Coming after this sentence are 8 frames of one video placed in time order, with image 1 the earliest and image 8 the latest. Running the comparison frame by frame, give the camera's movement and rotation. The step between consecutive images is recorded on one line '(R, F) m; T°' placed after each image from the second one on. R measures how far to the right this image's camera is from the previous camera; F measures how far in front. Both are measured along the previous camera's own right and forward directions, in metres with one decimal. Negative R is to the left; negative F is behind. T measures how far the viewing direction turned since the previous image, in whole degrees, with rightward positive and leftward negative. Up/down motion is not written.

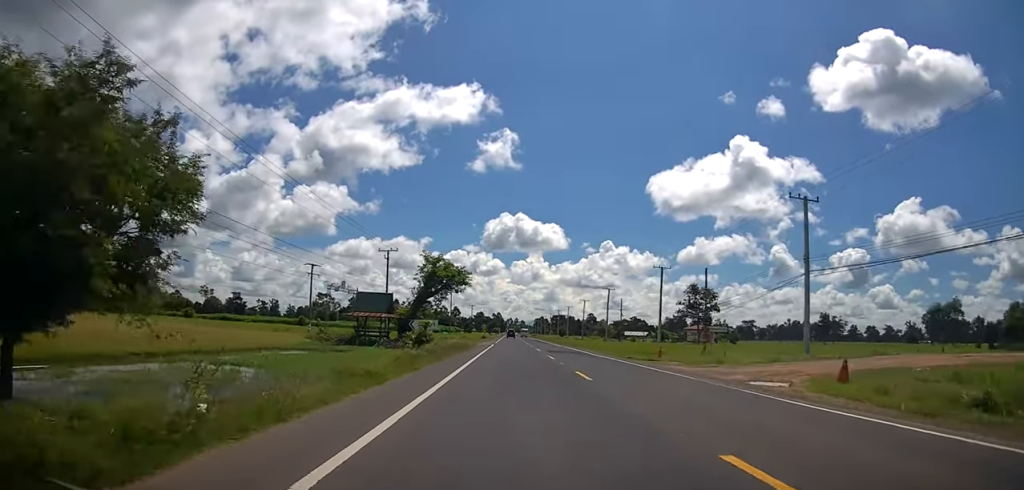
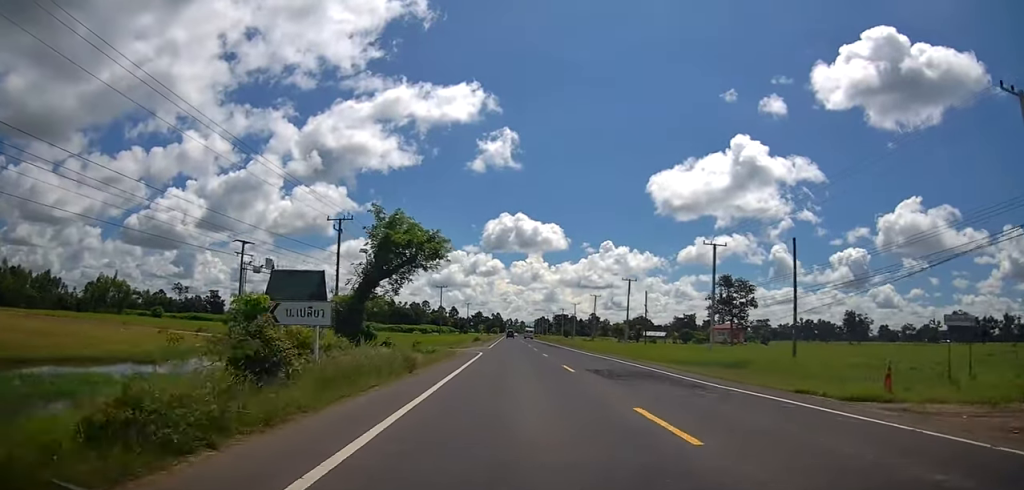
(+0.7, +20.7) m; +1°
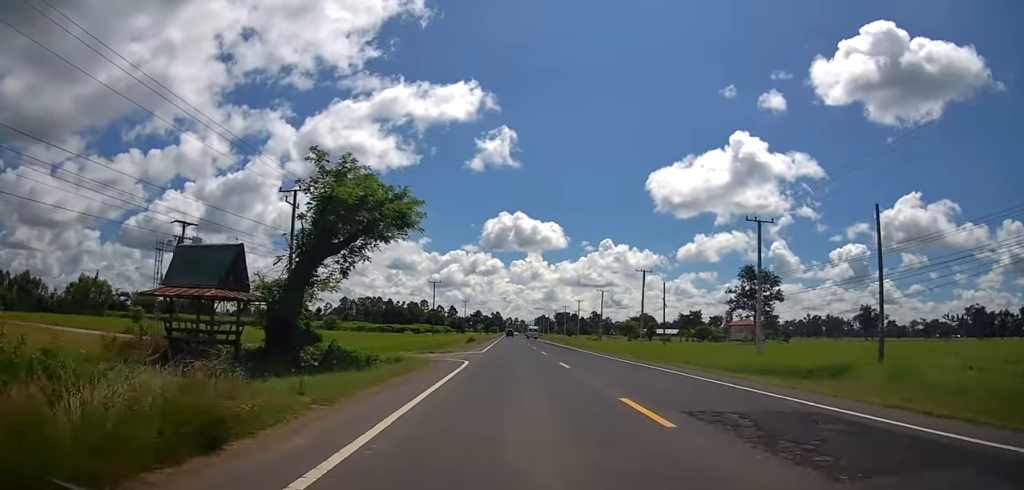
(-0.1, +11.1) m; 0°
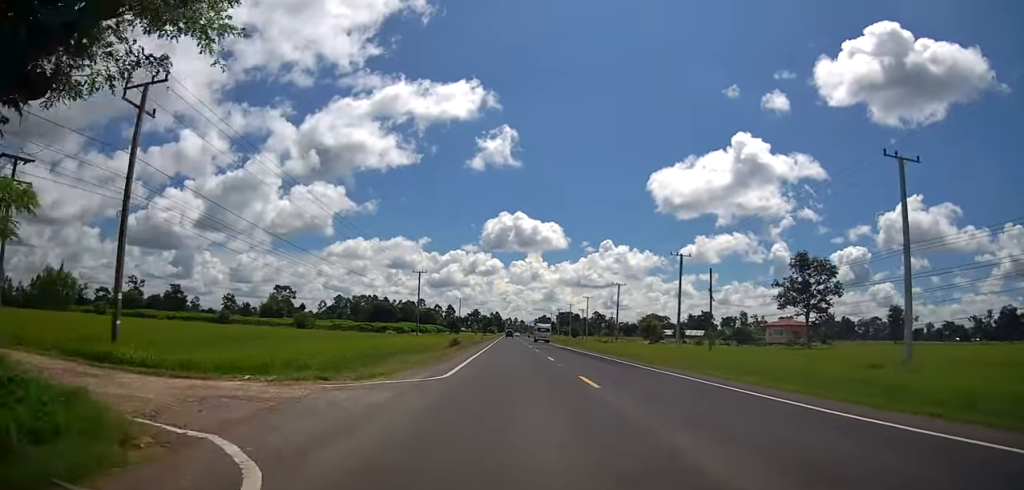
(-0.4, +19.0) m; 0°
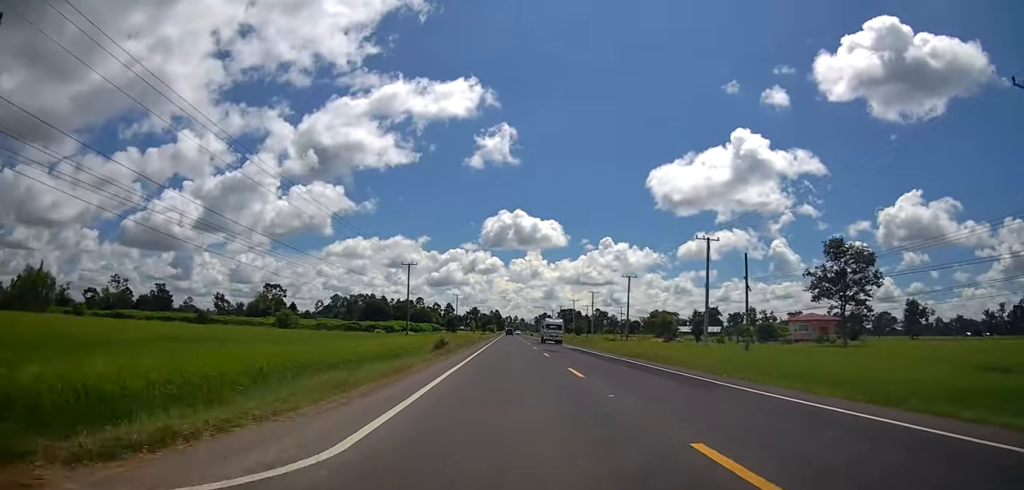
(+0.4, +9.7) m; 0°
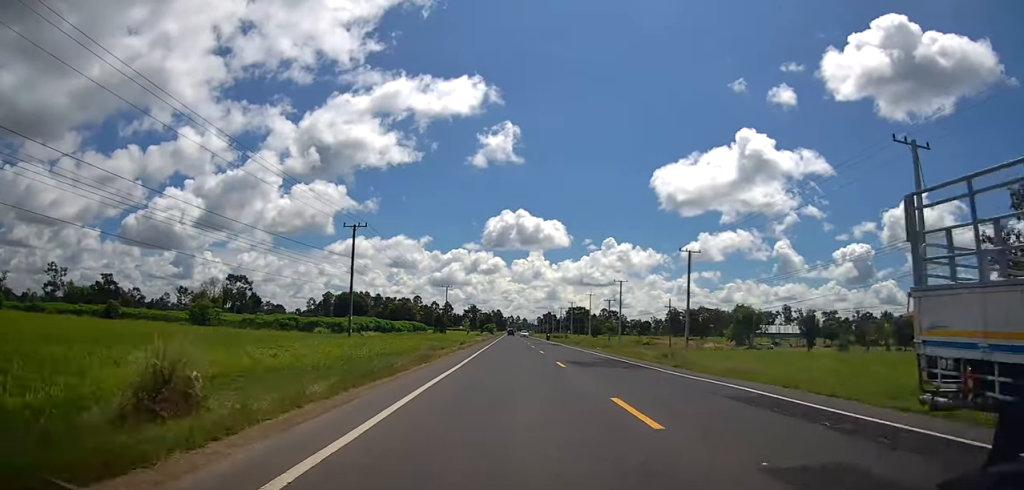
(-0.6, +32.4) m; -2°
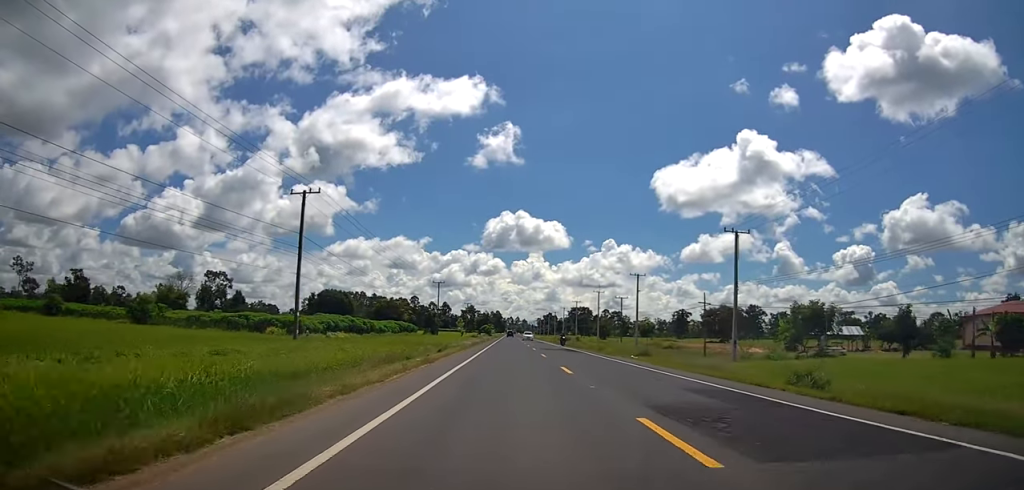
(-0.1, +14.3) m; +1°
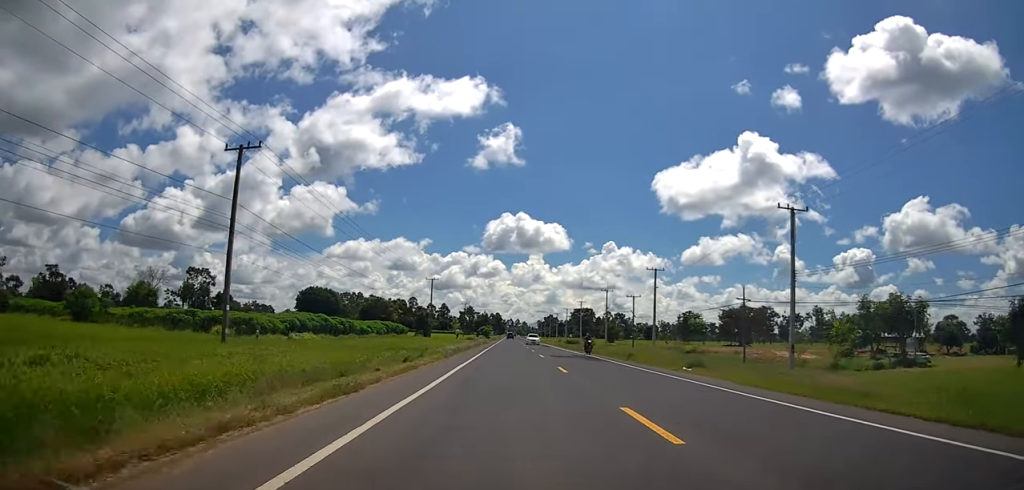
(+0.1, +11.0) m; +1°
